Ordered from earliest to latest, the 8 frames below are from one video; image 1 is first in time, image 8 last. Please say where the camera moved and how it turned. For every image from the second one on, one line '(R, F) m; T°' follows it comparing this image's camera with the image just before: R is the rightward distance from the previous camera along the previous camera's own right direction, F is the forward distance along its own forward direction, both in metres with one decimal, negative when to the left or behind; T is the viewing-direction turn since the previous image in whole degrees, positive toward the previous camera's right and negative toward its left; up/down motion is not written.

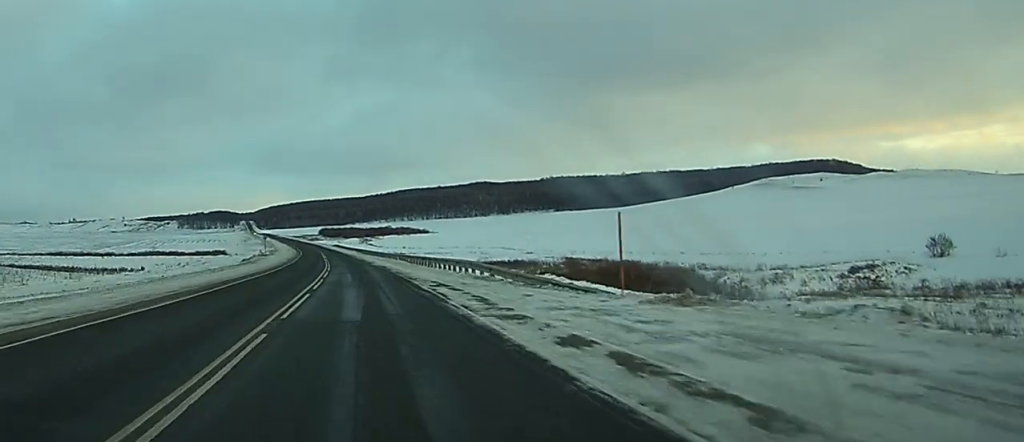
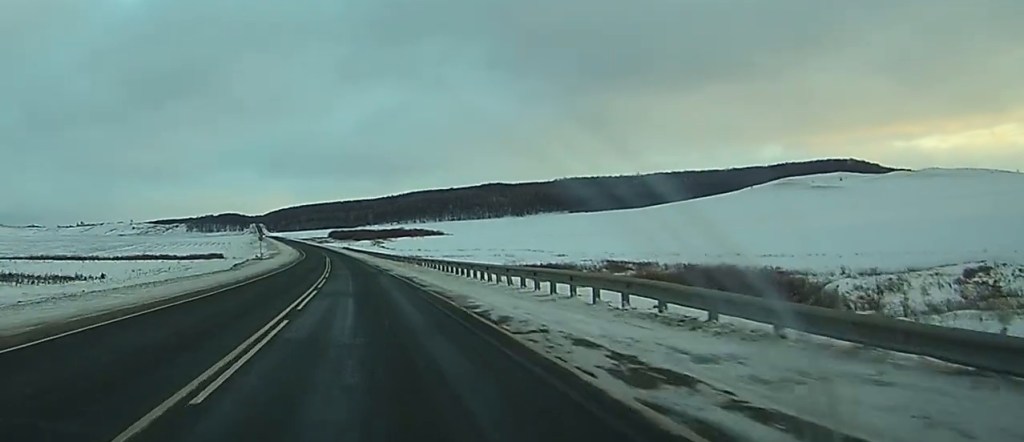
(-0.1, +20.8) m; -1°
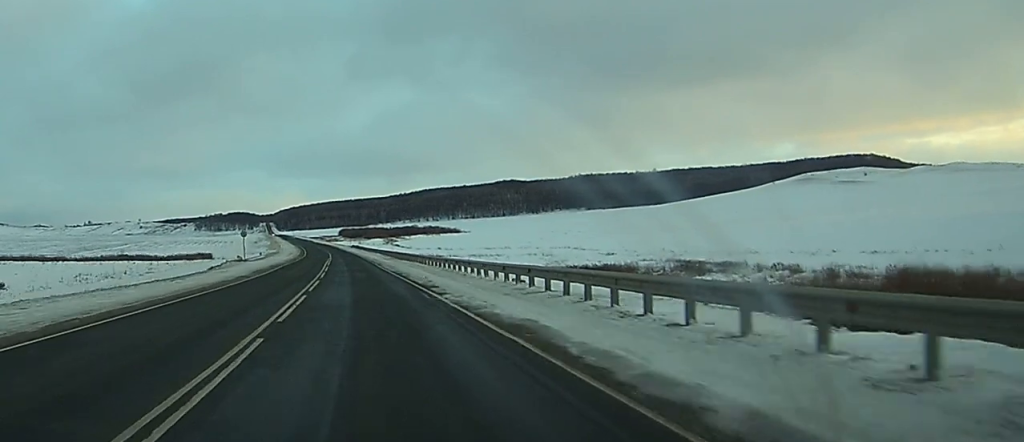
(-0.1, +27.7) m; -1°
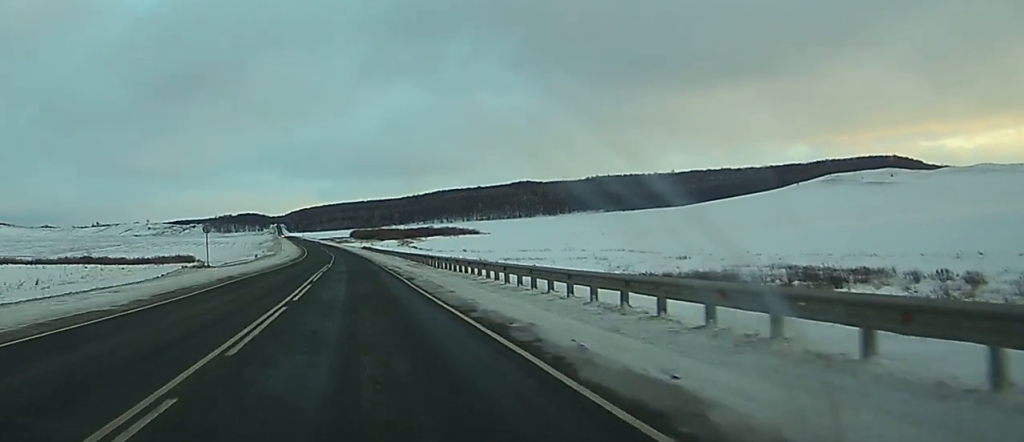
(-0.2, +29.0) m; -1°
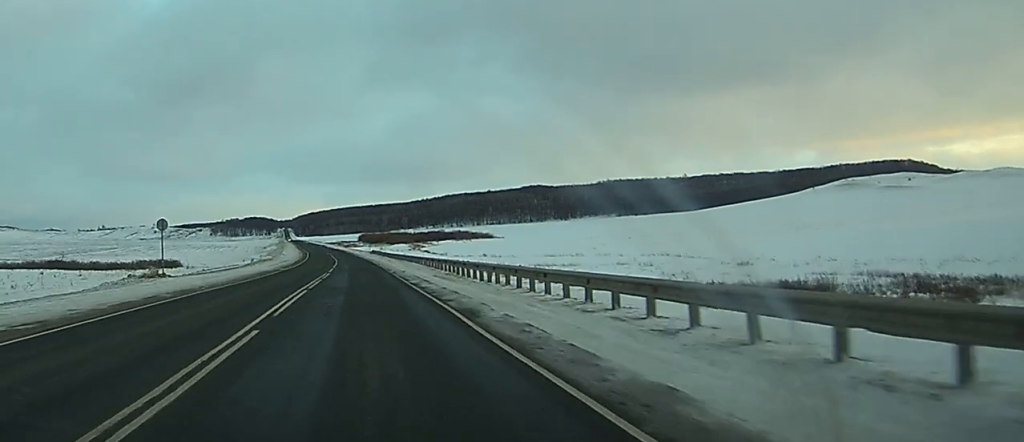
(-0.1, +17.5) m; 0°
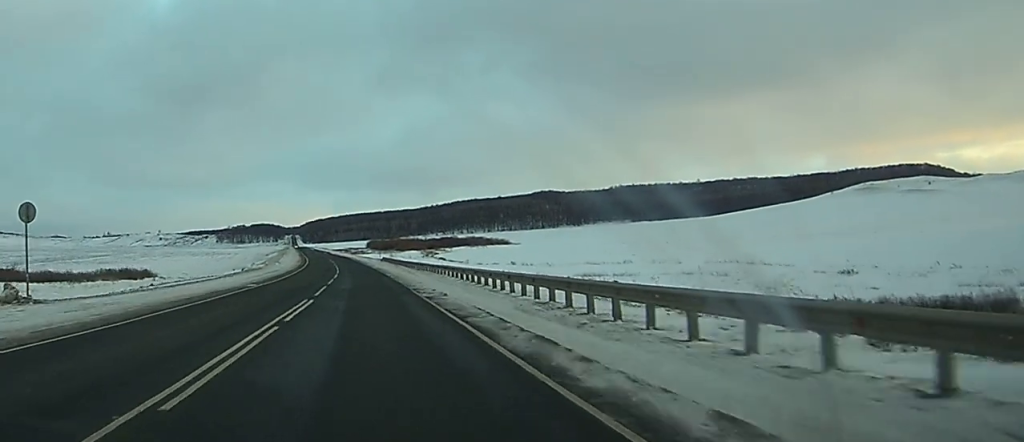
(0.0, +21.6) m; -1°
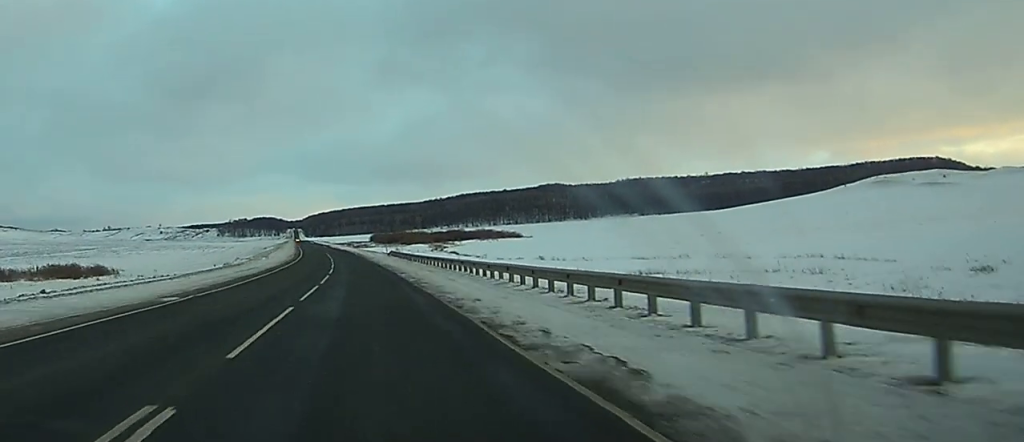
(-0.2, +19.8) m; -1°
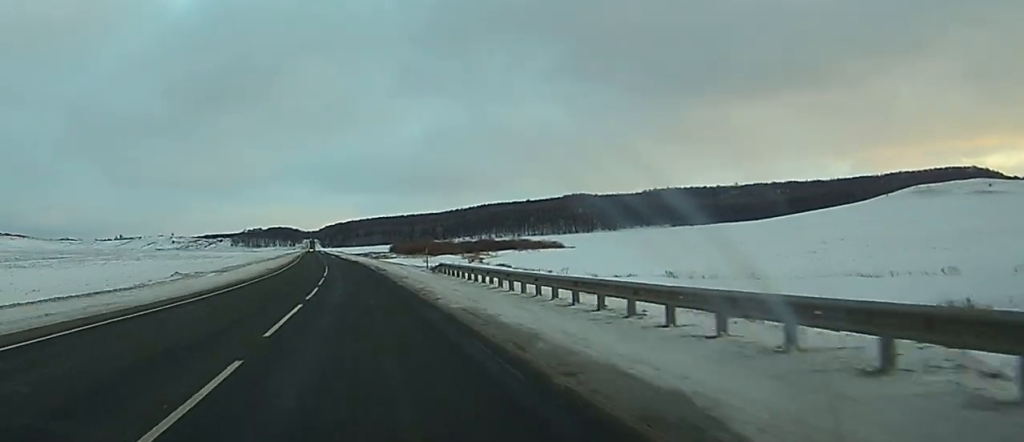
(-0.4, +44.8) m; -1°
